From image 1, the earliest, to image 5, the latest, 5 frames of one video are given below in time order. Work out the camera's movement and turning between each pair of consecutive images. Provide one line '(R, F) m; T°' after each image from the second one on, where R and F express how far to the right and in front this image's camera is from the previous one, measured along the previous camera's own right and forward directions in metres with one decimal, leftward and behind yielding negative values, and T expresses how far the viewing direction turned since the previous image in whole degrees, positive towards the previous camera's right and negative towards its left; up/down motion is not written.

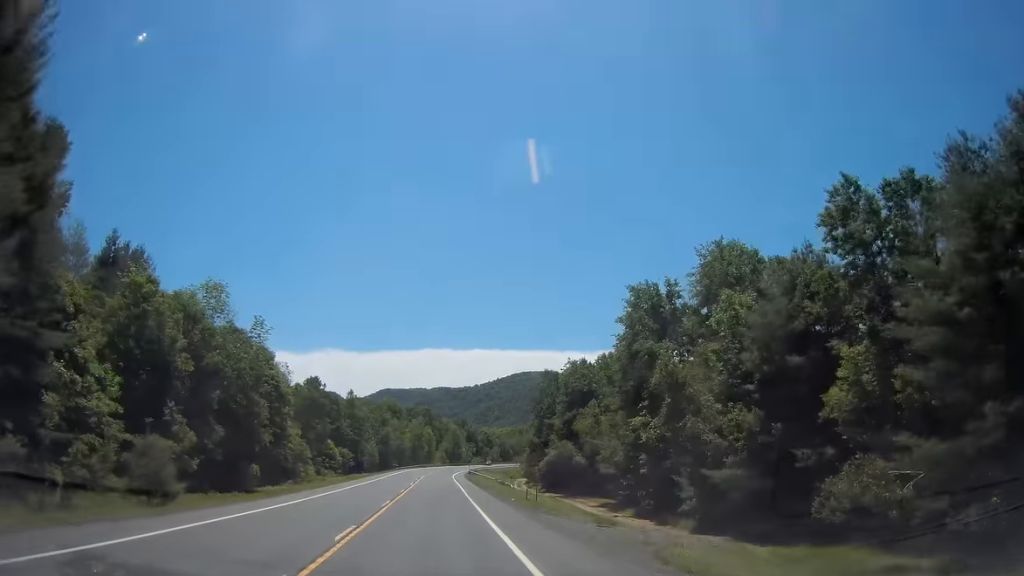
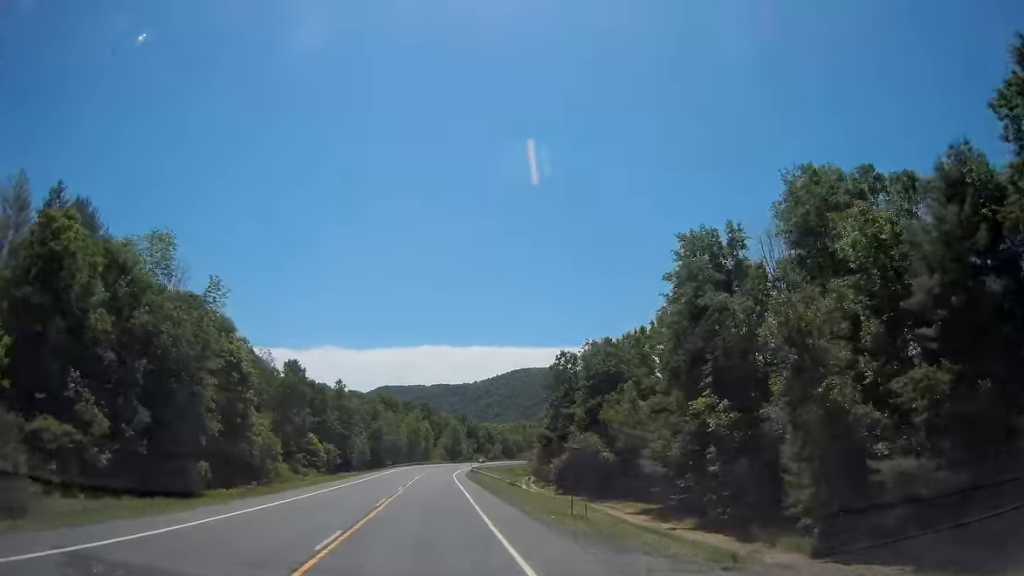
(-0.1, +14.1) m; 0°
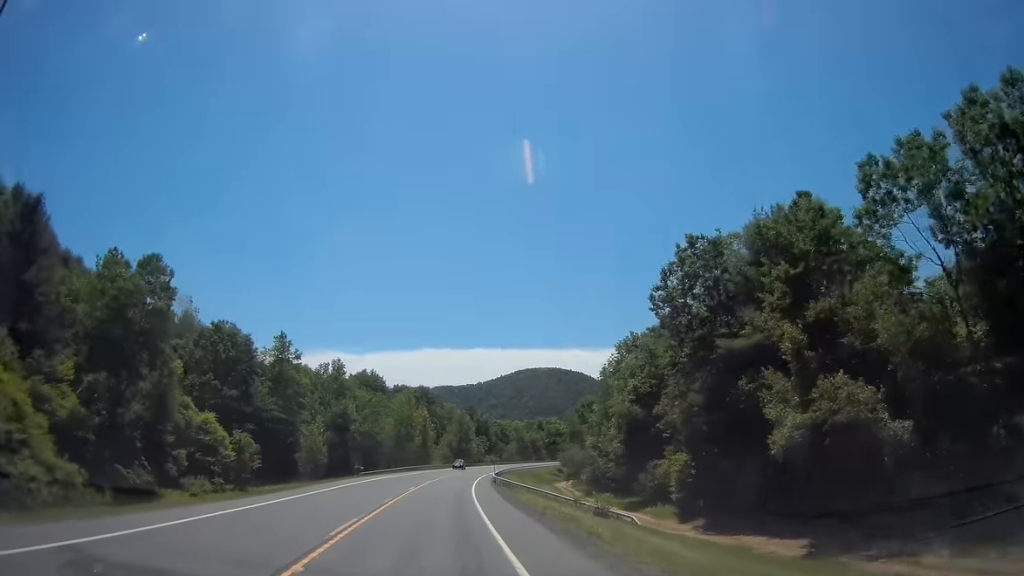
(+0.3, +45.3) m; 0°
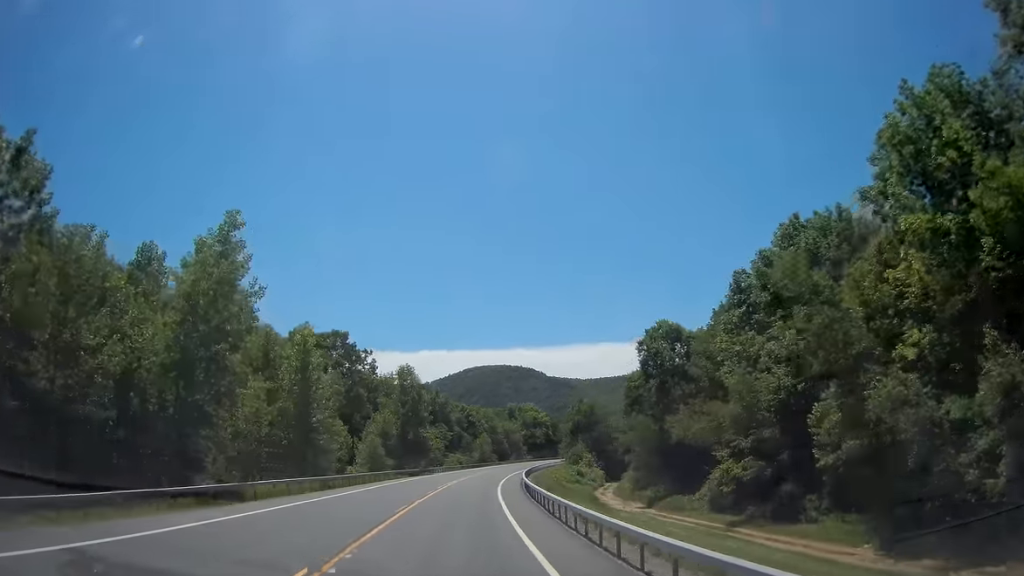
(+1.9, +69.1) m; +4°
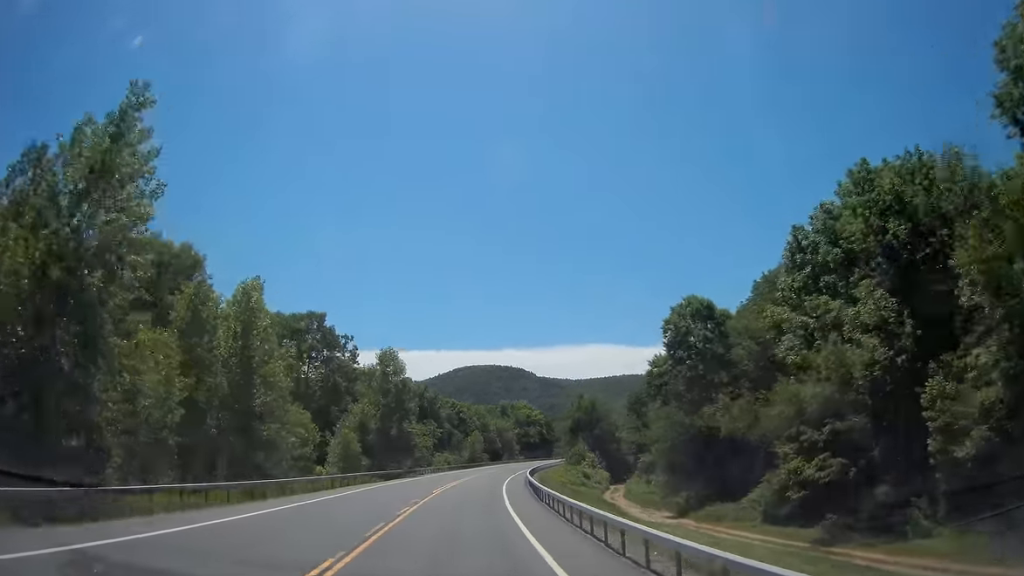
(+0.1, +10.7) m; +1°
